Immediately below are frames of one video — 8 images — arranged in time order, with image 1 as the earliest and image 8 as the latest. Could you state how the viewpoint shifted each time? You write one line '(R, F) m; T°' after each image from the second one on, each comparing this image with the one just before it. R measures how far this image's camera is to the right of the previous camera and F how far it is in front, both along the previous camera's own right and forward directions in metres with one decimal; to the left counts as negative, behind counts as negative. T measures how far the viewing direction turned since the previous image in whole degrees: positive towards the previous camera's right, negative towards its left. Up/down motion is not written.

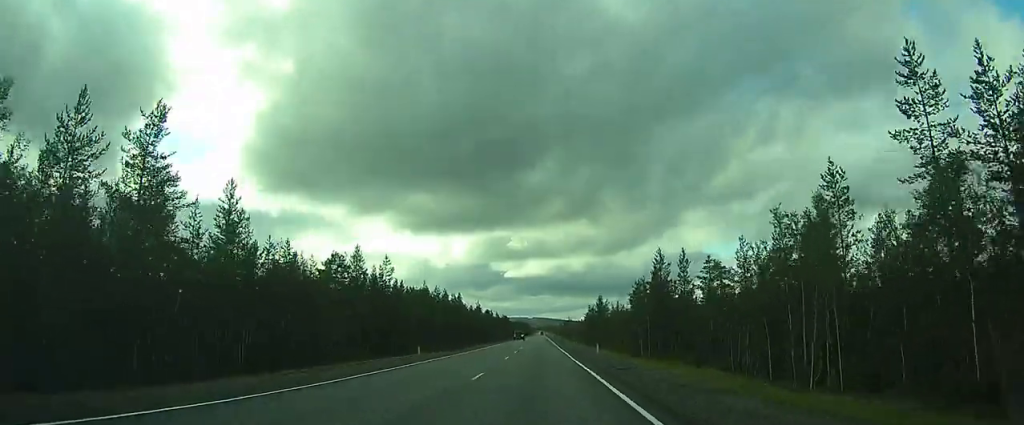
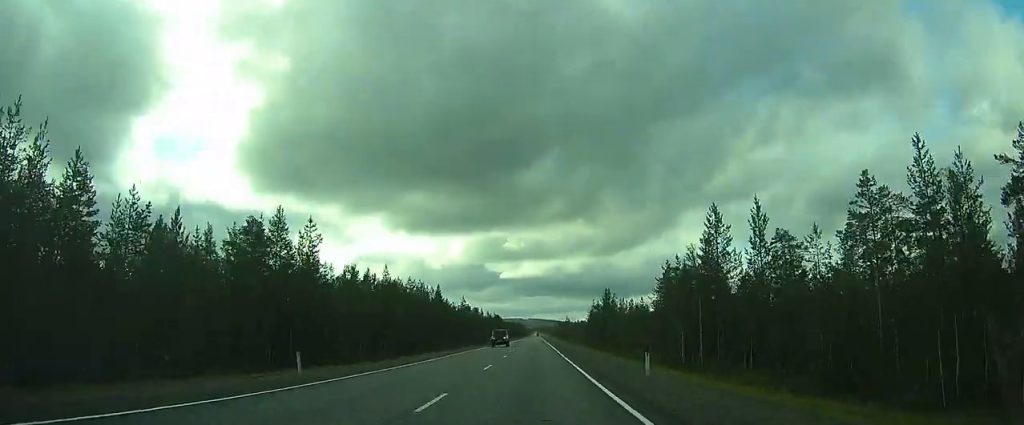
(-0.1, +21.0) m; 0°
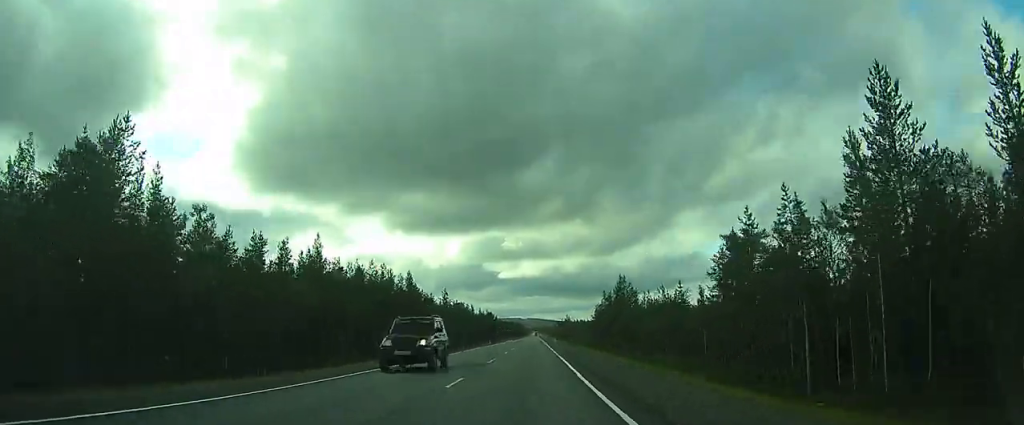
(0.0, +22.1) m; 0°
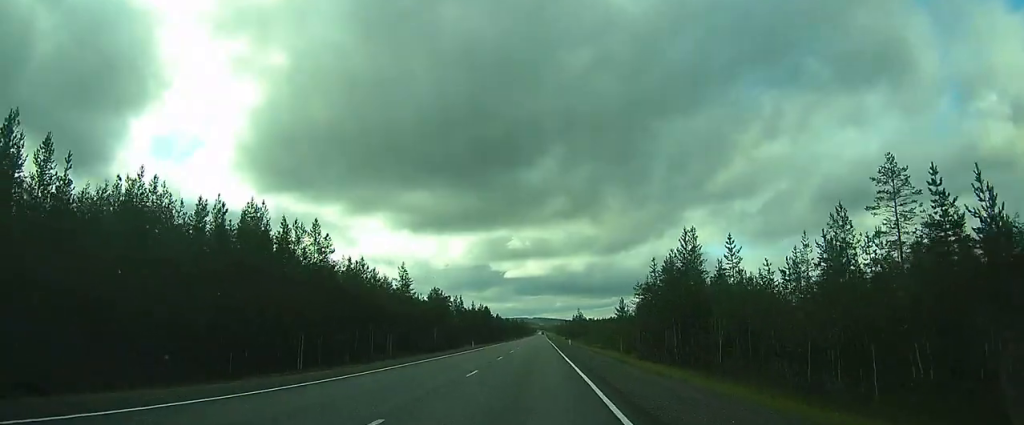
(-0.6, +37.2) m; -2°
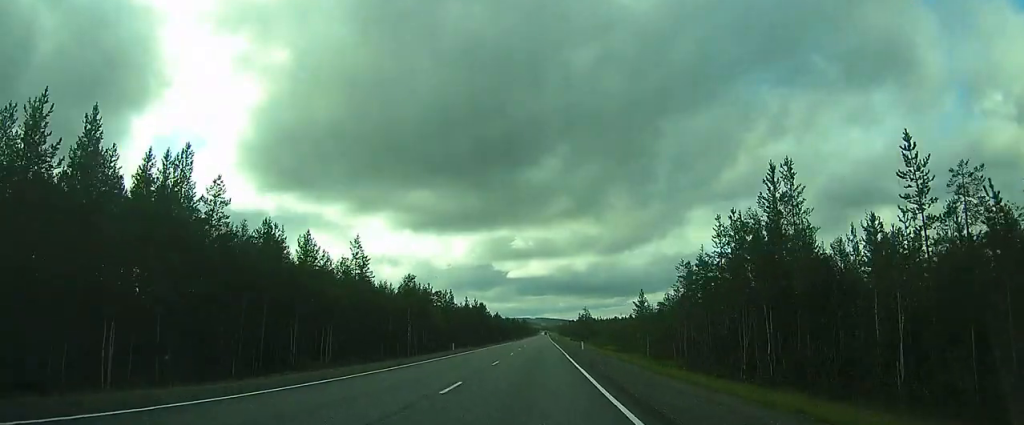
(-0.2, +19.5) m; -1°
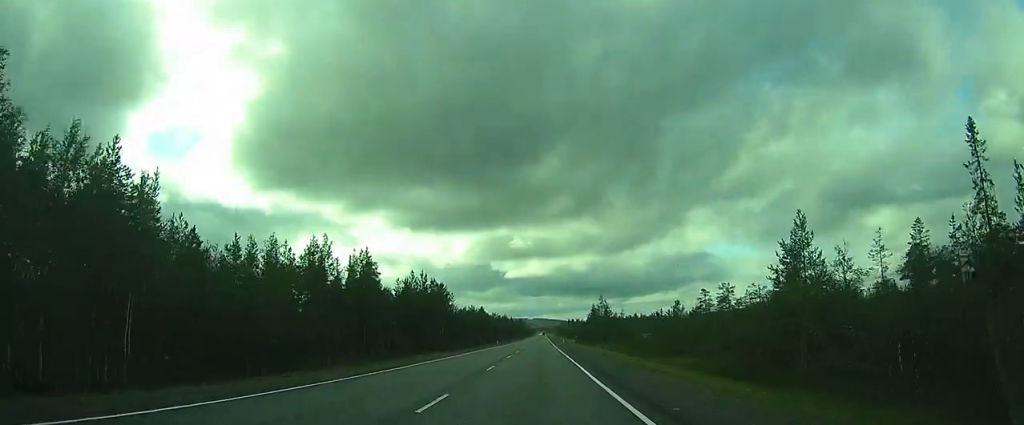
(+0.3, +58.1) m; 0°
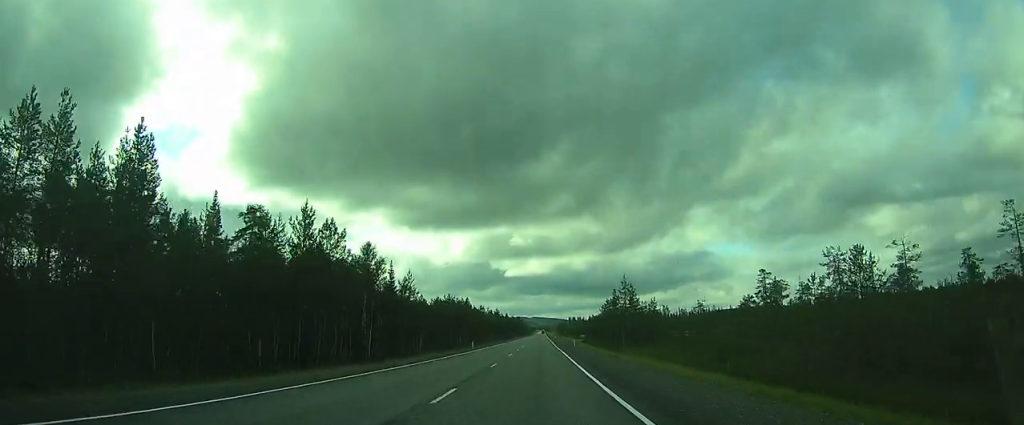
(0.0, +39.3) m; 0°
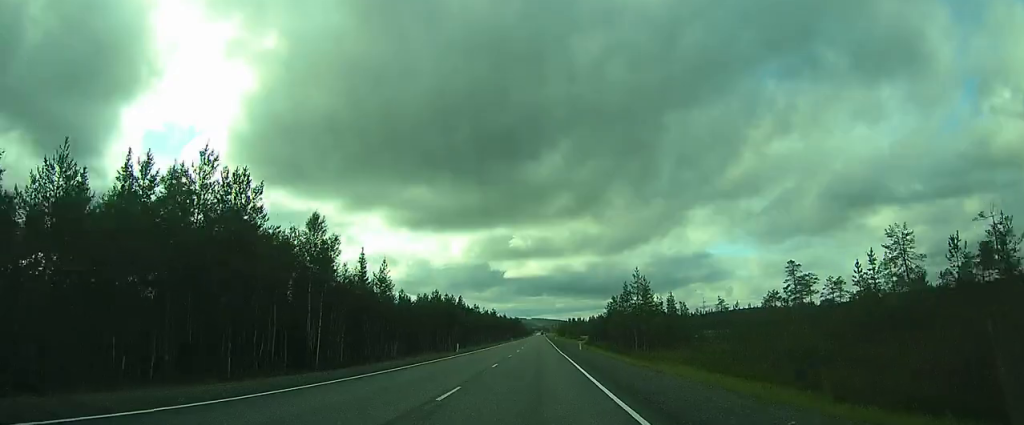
(0.0, +12.8) m; 0°
